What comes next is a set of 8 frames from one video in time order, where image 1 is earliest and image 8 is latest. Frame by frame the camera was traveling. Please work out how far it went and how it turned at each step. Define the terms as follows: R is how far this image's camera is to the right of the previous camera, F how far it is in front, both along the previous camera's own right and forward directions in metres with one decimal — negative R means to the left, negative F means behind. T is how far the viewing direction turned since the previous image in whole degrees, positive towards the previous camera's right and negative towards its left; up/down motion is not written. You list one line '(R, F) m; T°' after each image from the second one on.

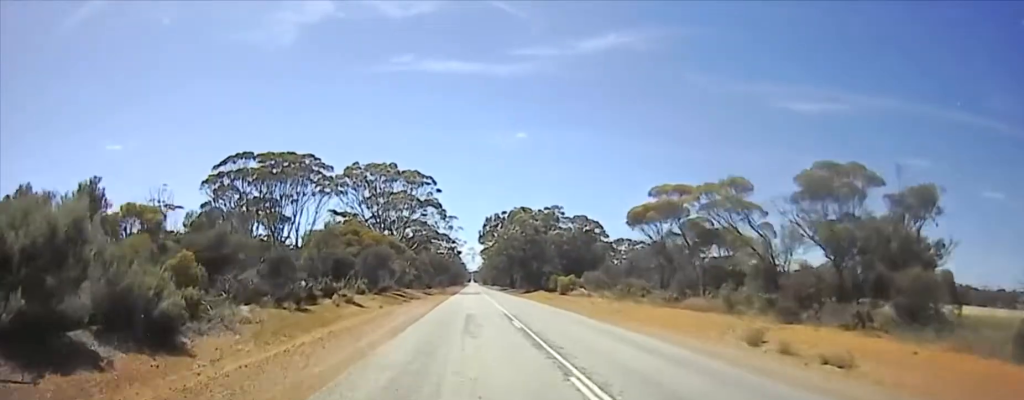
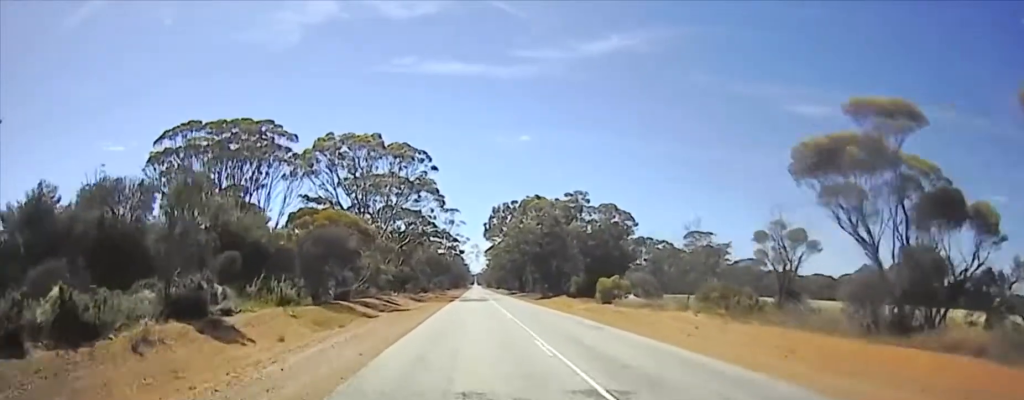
(0.0, +10.7) m; +2°
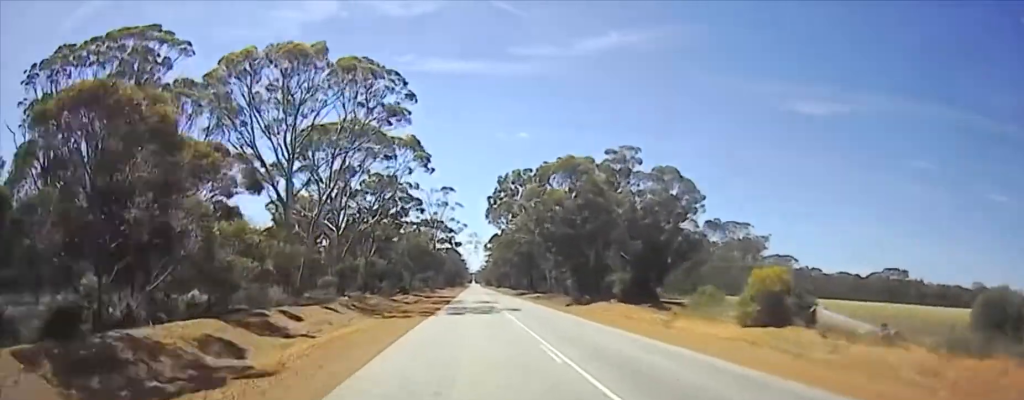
(+0.5, +16.4) m; +3°
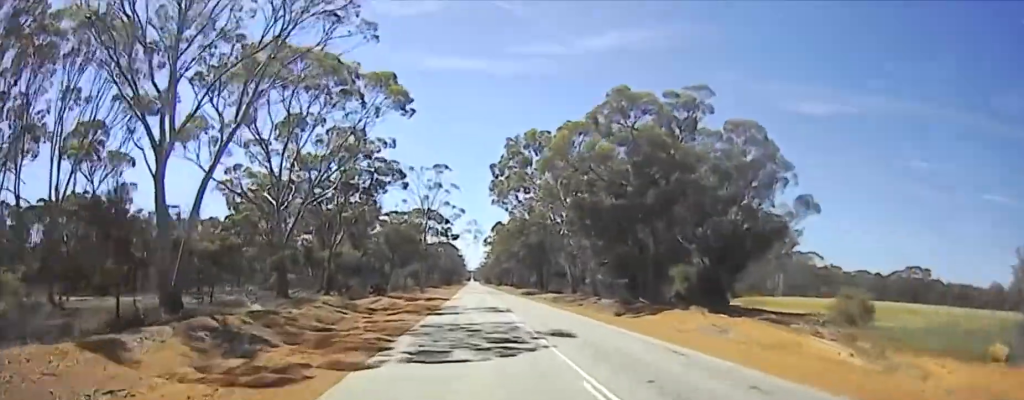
(+0.1, +10.5) m; +1°
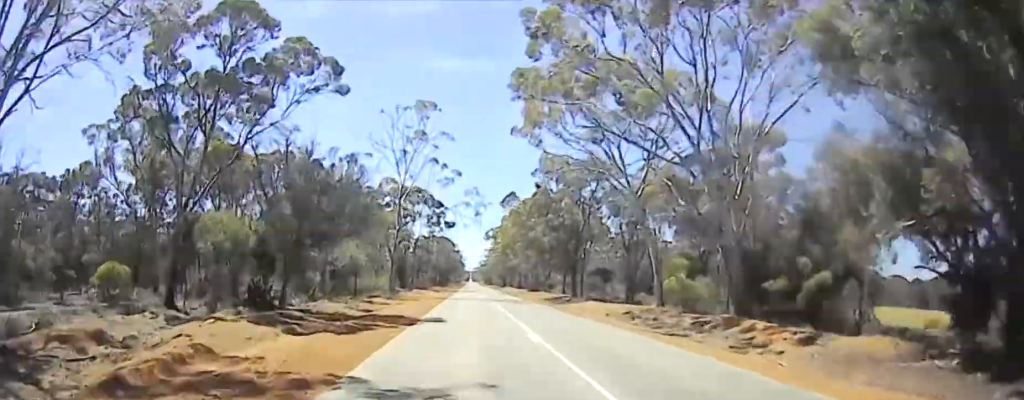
(+0.1, +18.0) m; 0°
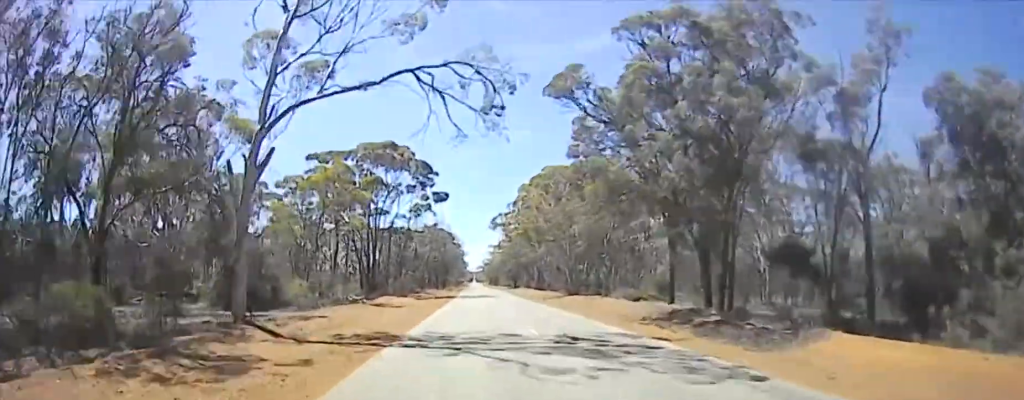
(0.0, +26.3) m; -1°
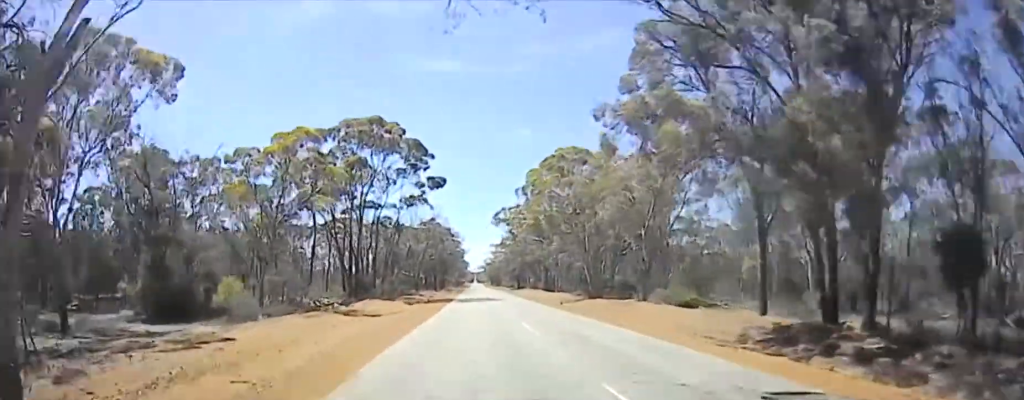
(-0.1, +9.4) m; -1°
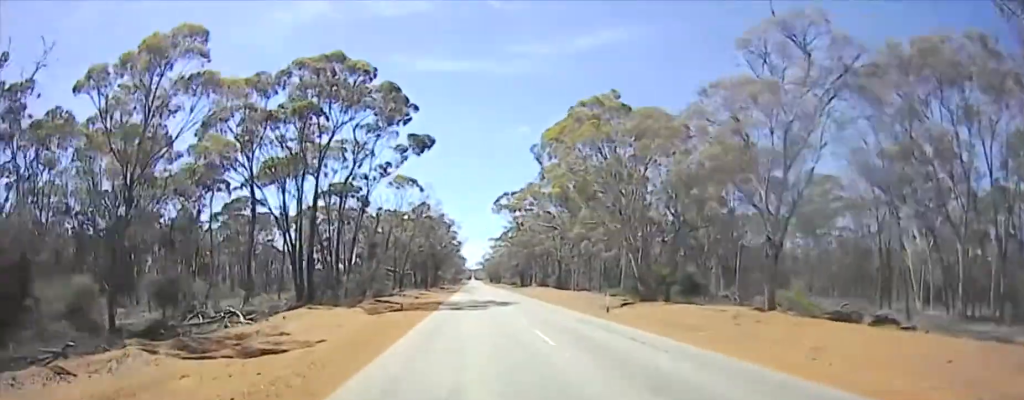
(-0.2, +13.9) m; -1°
